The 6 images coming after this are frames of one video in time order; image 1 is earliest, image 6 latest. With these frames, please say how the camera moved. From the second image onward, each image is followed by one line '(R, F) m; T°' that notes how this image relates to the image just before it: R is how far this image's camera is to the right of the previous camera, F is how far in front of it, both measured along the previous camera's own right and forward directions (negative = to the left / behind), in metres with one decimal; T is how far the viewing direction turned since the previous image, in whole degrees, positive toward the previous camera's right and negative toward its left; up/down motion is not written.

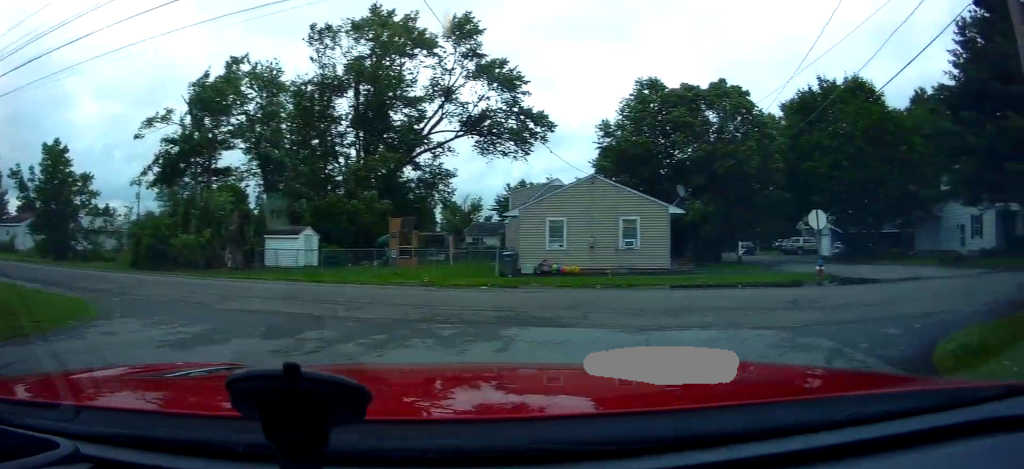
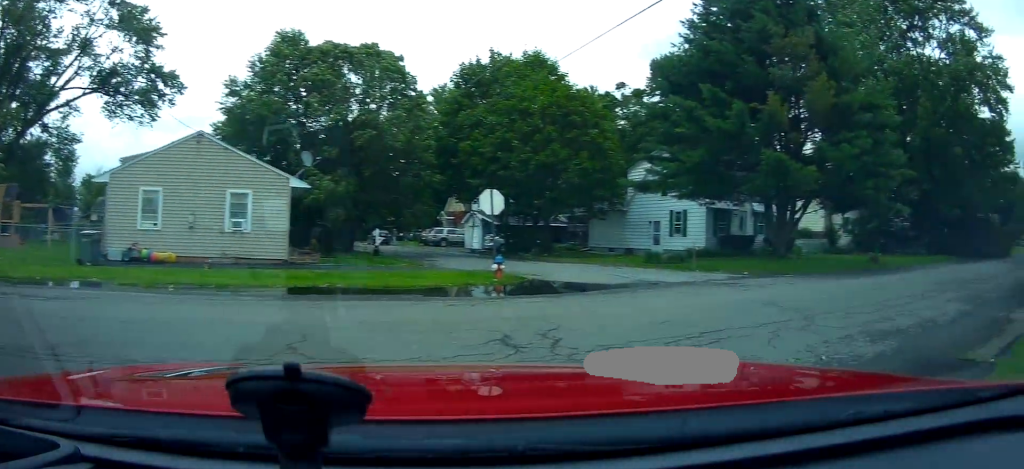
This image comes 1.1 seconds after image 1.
(+2.4, +5.4) m; +38°
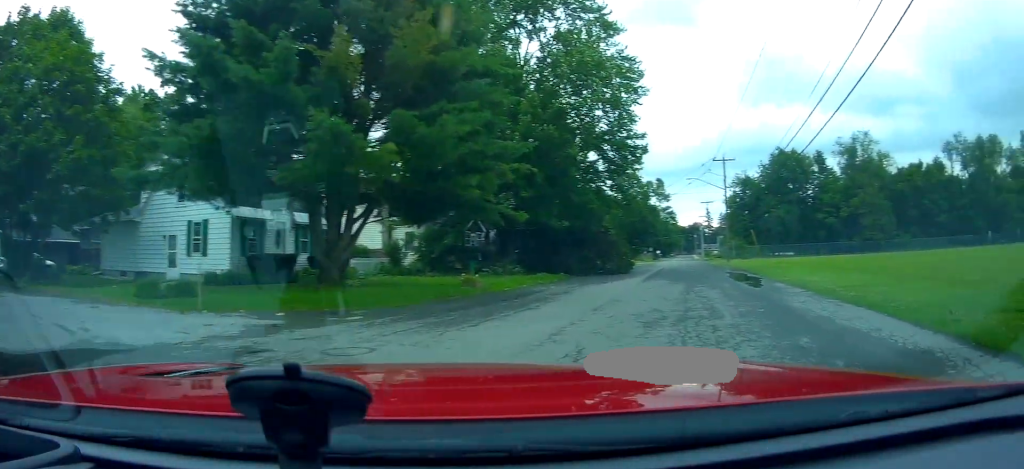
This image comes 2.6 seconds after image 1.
(+2.4, +7.3) m; +38°
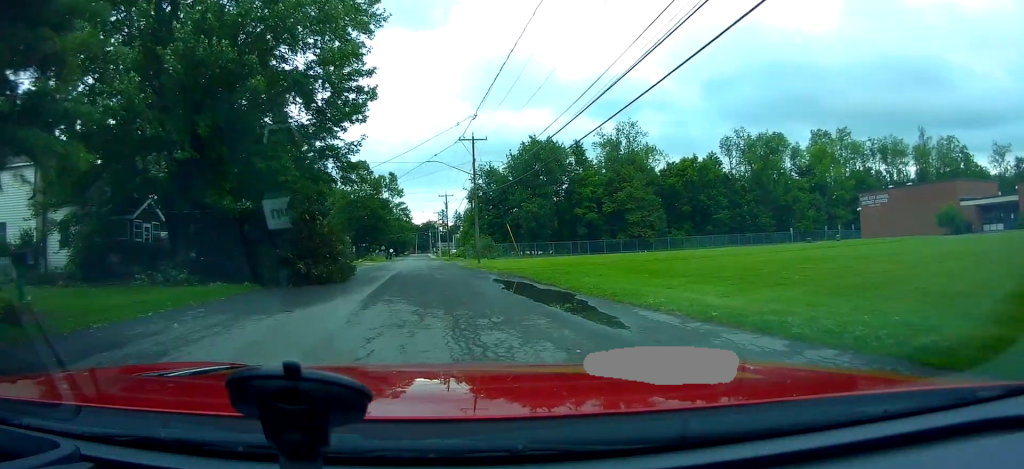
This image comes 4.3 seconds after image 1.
(+3.9, +10.9) m; +30°
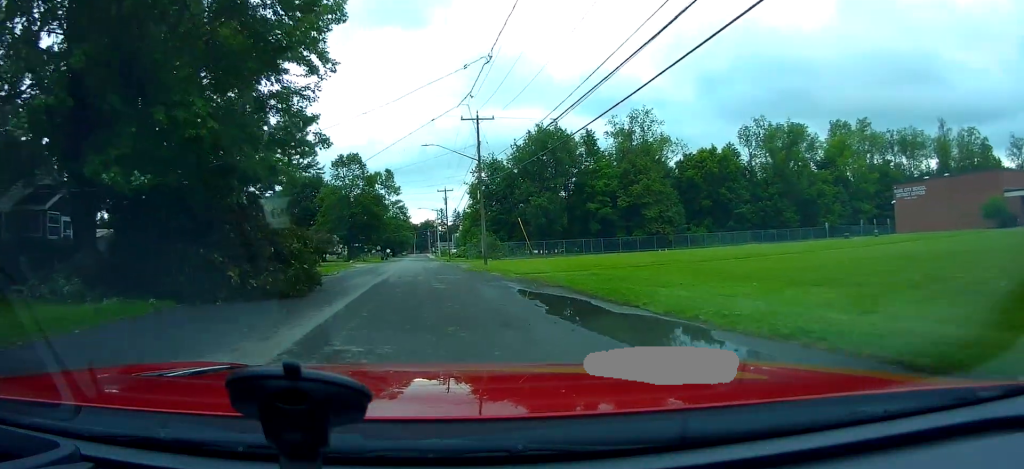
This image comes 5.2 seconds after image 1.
(+0.6, +7.8) m; +4°
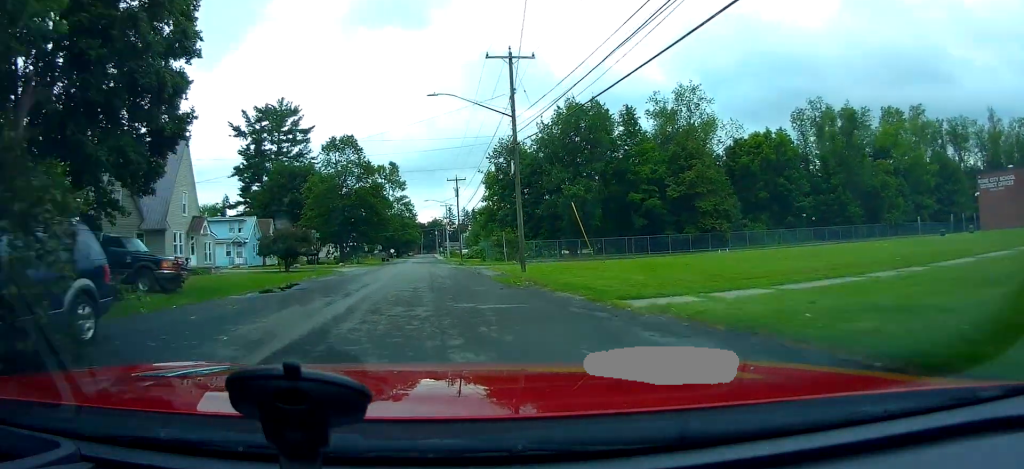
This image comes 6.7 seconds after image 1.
(-0.6, +14.0) m; -5°
